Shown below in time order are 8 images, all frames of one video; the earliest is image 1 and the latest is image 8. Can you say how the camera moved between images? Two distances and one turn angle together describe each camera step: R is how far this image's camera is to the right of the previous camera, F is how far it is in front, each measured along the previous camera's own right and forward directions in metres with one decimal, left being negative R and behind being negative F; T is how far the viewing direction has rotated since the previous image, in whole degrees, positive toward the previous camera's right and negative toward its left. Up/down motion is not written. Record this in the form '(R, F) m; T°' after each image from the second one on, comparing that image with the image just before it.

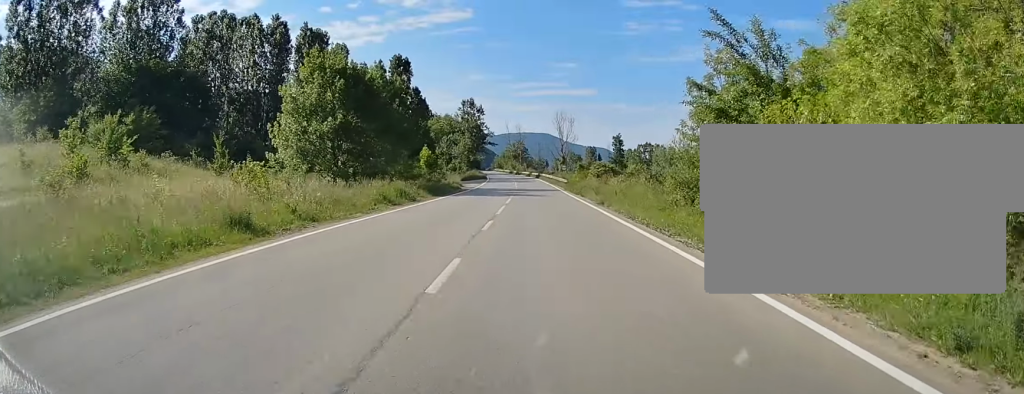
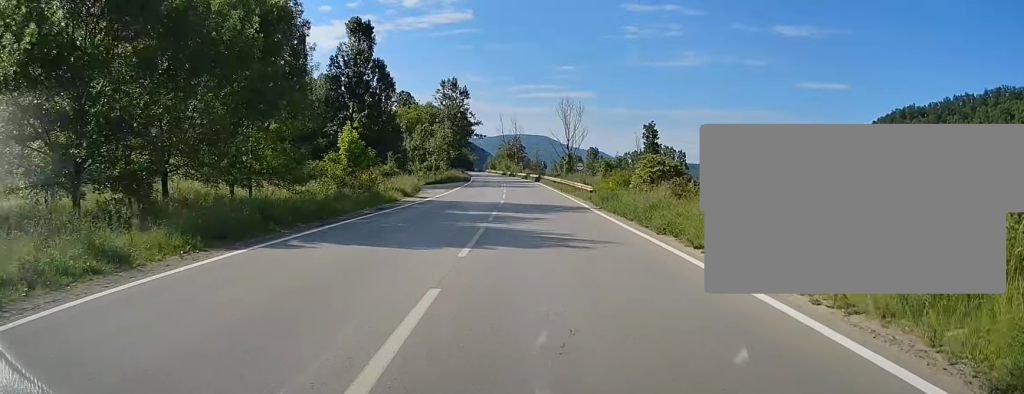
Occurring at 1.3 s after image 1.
(0.0, +29.6) m; 0°
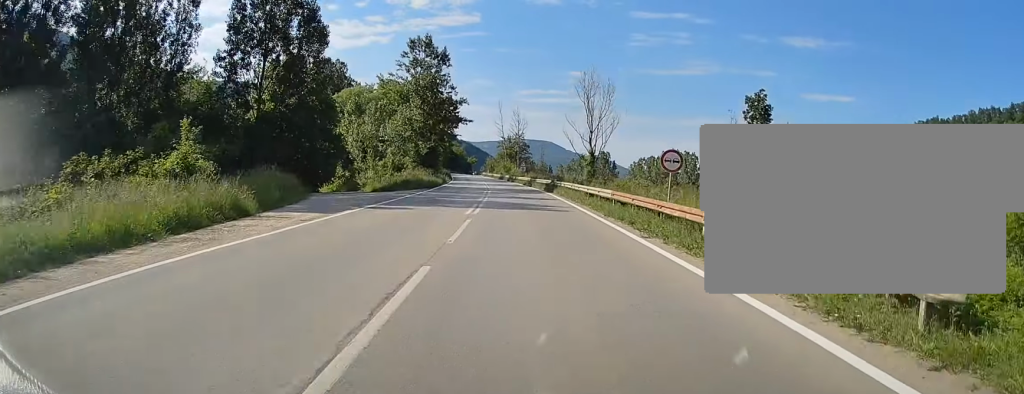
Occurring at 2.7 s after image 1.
(-0.2, +34.3) m; -1°
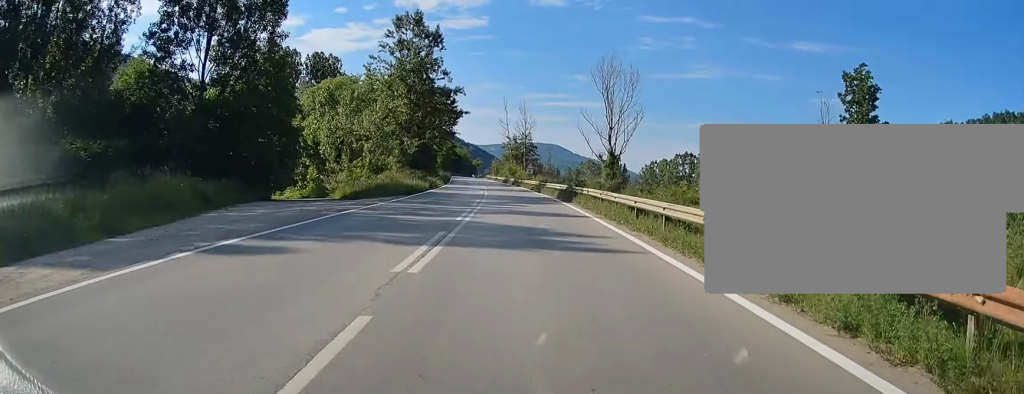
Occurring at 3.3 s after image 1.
(-0.1, +12.4) m; 0°
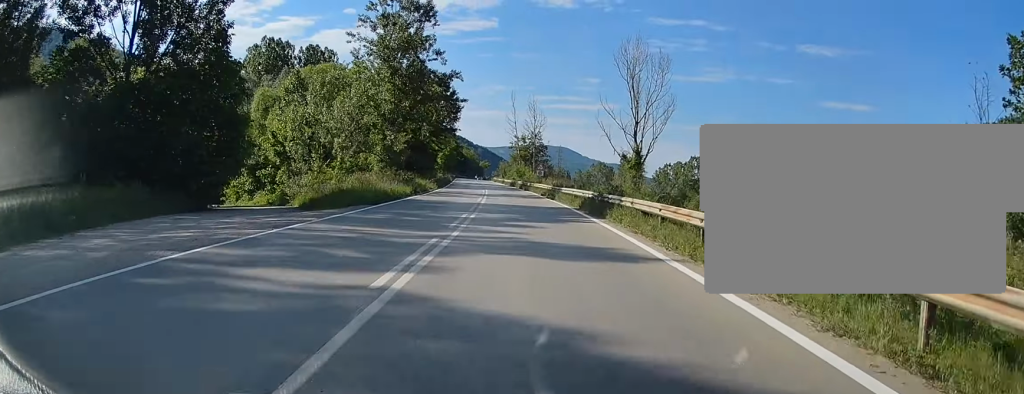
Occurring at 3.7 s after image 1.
(0.0, +10.8) m; -1°
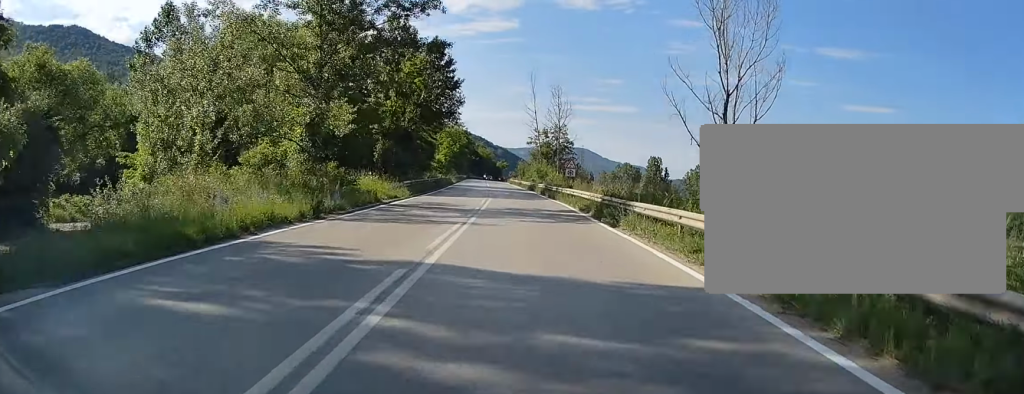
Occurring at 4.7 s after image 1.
(-0.2, +21.6) m; -1°
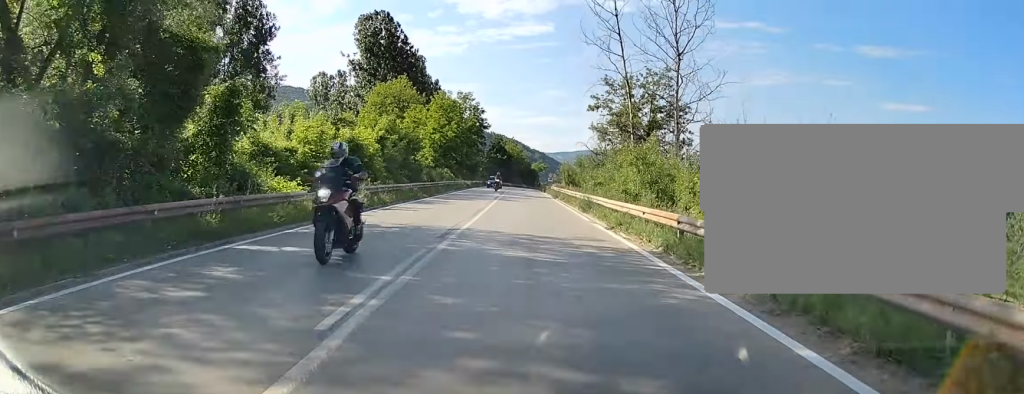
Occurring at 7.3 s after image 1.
(-2.0, +61.1) m; -3°
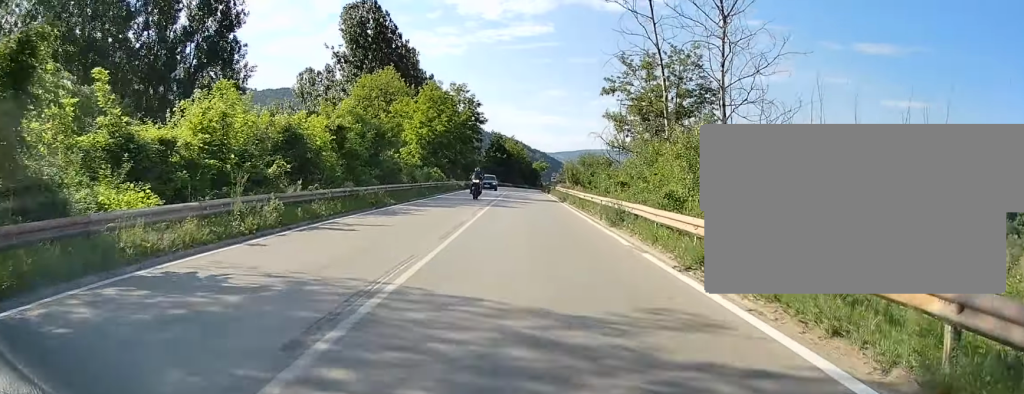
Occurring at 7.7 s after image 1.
(0.0, +9.3) m; 0°
